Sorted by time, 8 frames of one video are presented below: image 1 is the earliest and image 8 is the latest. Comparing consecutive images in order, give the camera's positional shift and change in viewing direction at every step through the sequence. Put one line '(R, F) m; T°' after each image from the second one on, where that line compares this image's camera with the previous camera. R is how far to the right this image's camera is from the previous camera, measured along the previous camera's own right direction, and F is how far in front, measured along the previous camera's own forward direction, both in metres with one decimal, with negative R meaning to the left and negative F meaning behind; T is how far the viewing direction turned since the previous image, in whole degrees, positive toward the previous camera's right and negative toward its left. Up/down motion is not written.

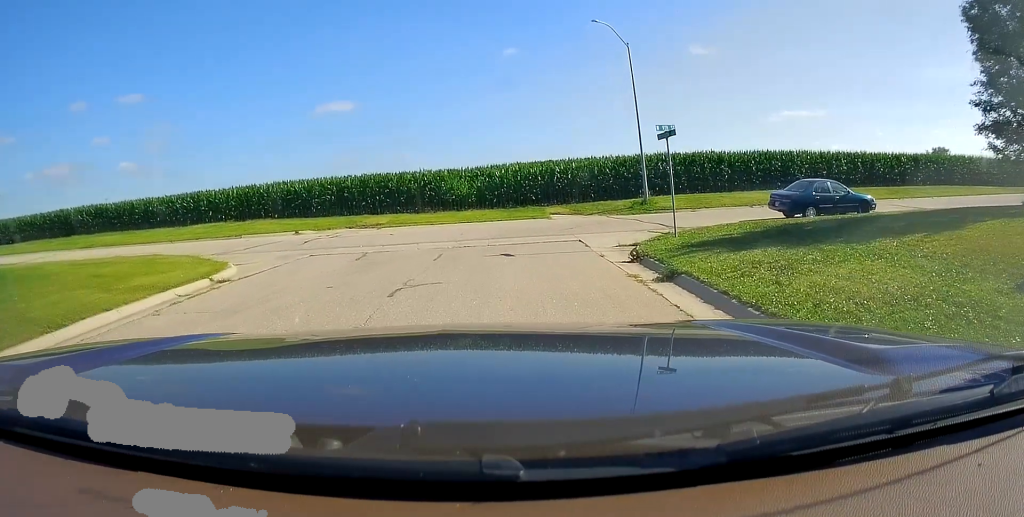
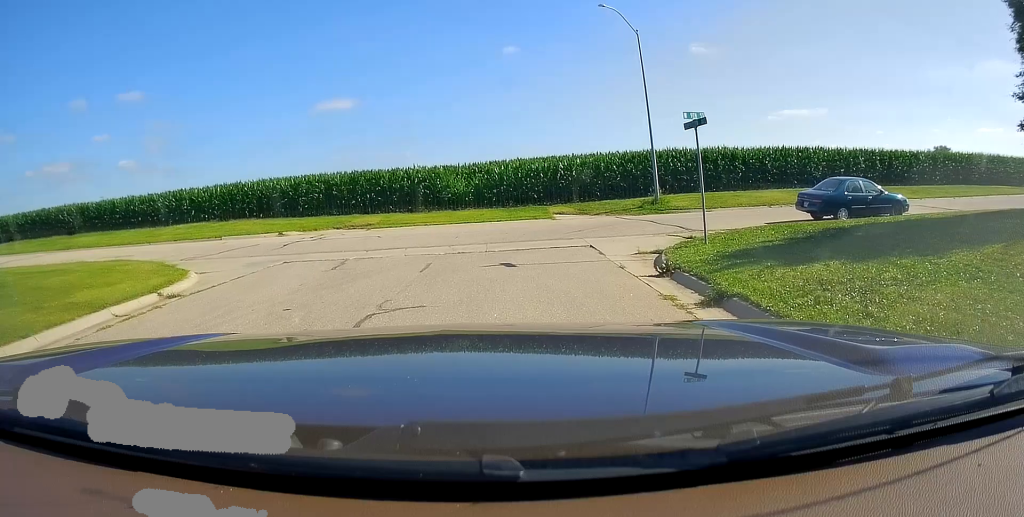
(0.0, +2.6) m; 0°
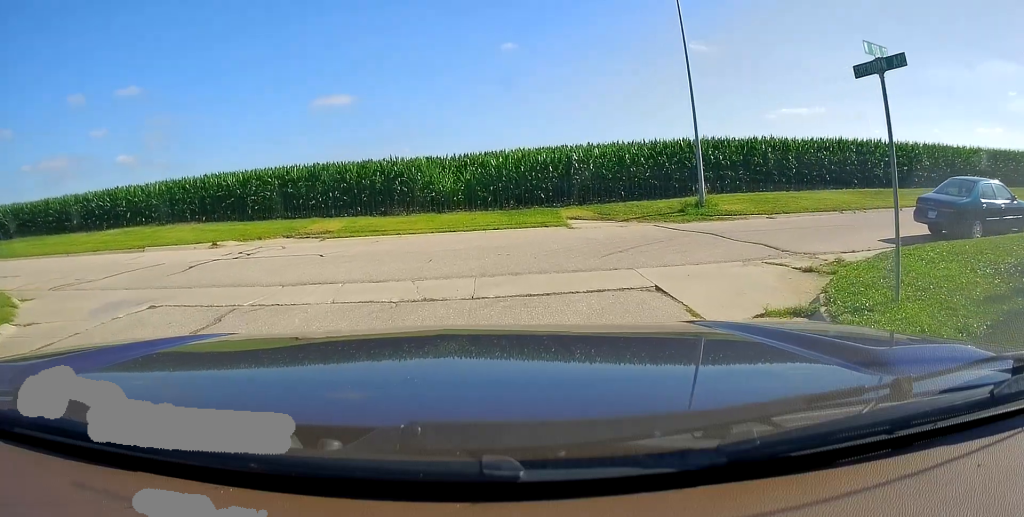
(-0.6, +8.1) m; -9°
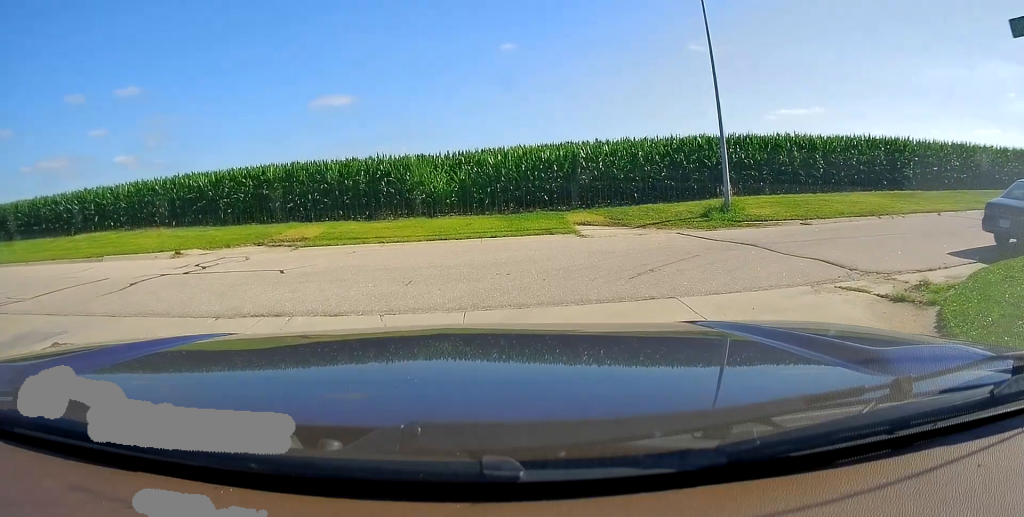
(-0.3, +4.1) m; +1°
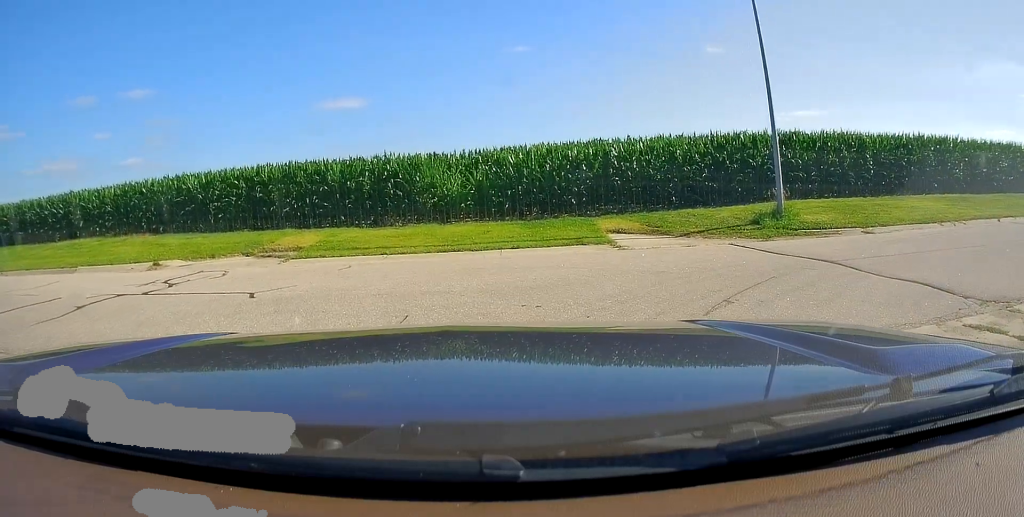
(+0.5, +4.3) m; +7°
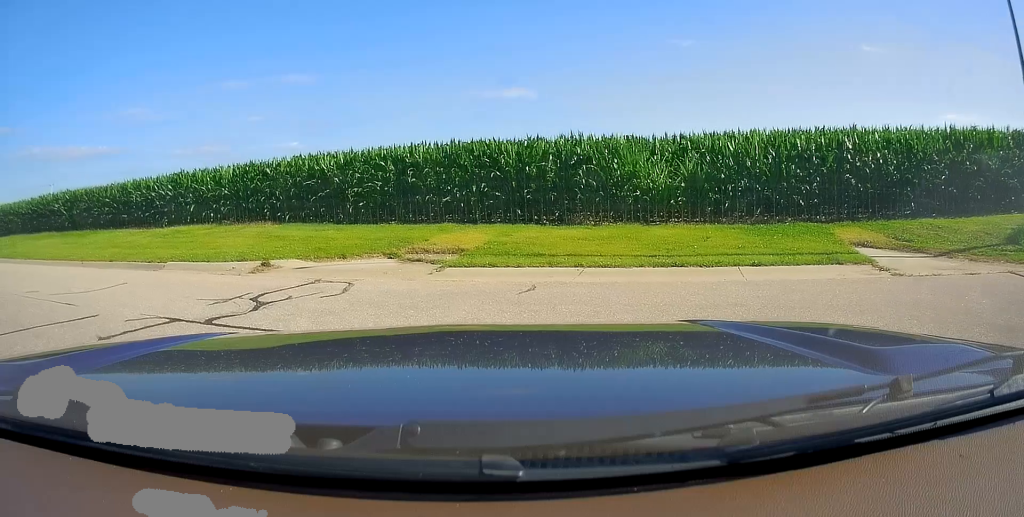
(0.0, +3.9) m; -11°
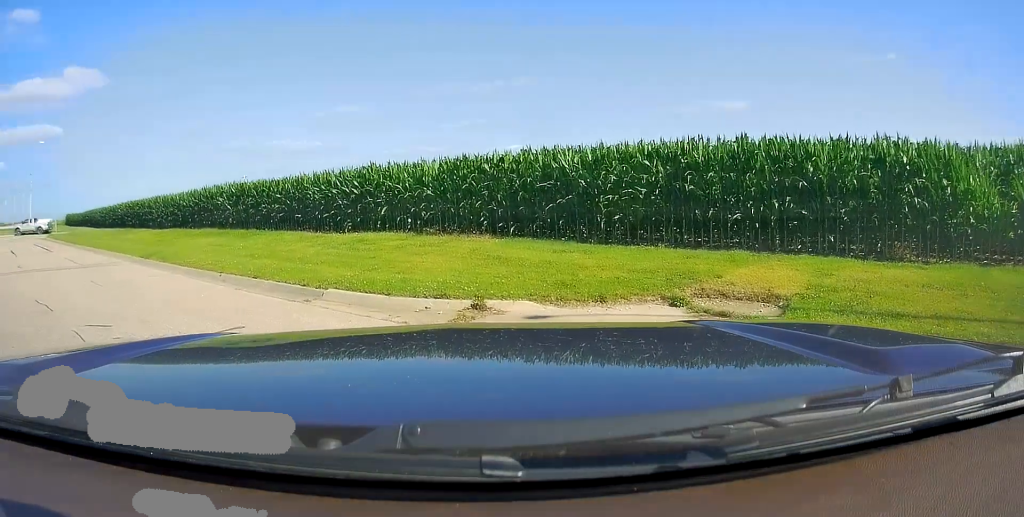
(-1.0, +3.5) m; -25°
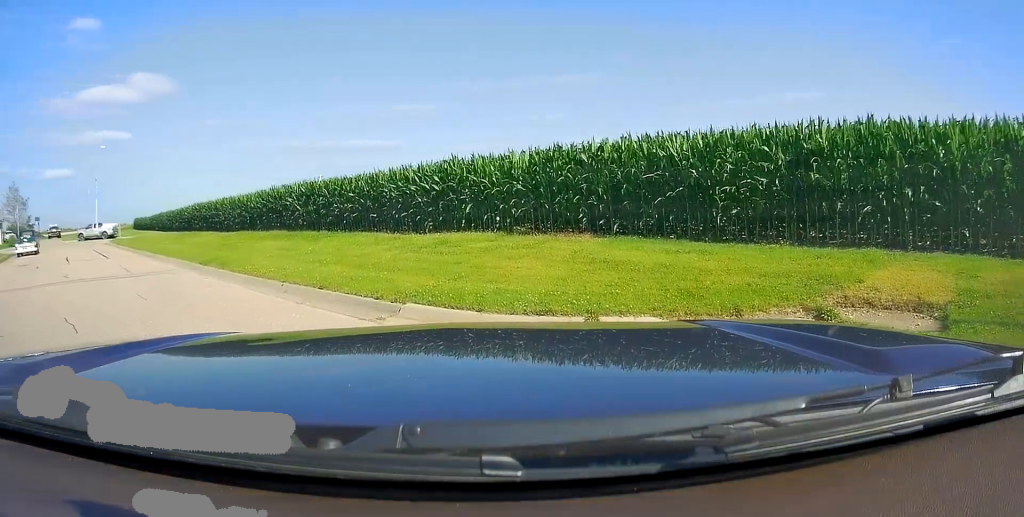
(0.0, +1.3) m; -6°
